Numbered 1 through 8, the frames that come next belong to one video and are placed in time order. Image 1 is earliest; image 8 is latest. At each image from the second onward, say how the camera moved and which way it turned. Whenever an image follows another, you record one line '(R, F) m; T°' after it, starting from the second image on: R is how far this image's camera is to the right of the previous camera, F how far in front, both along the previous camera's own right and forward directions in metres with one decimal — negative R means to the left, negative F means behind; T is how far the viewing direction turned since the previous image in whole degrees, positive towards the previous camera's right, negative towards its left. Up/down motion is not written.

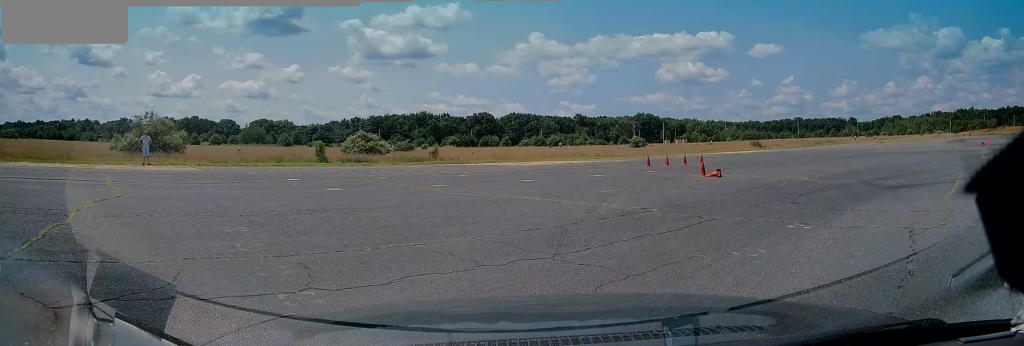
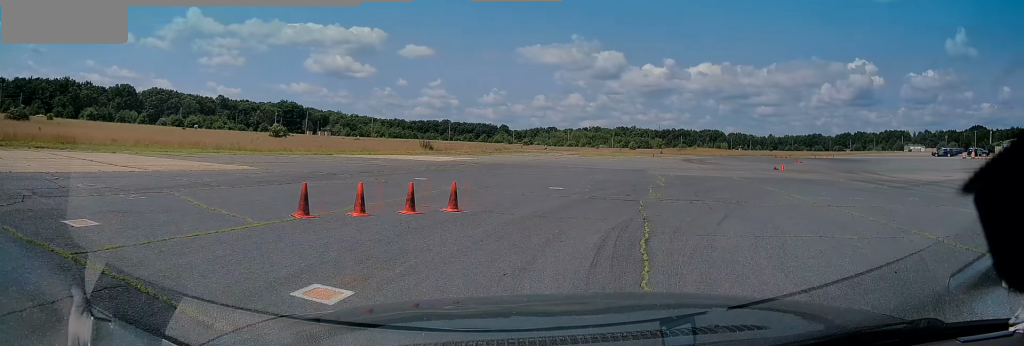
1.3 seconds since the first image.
(+1.5, +16.0) m; +18°
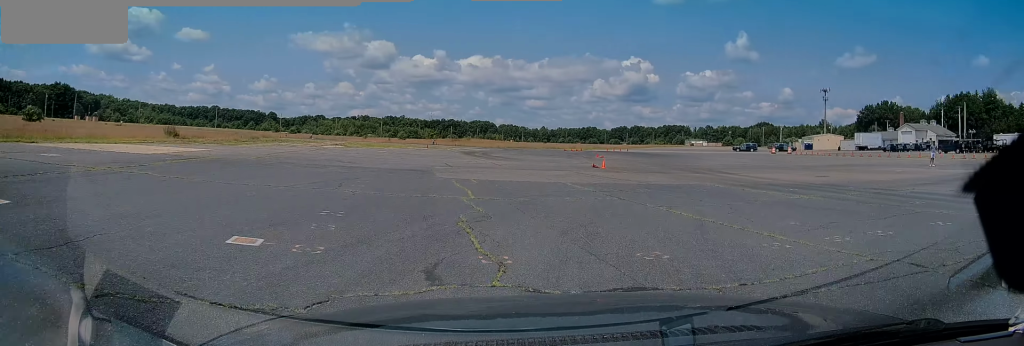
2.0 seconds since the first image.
(+0.8, +9.7) m; +12°
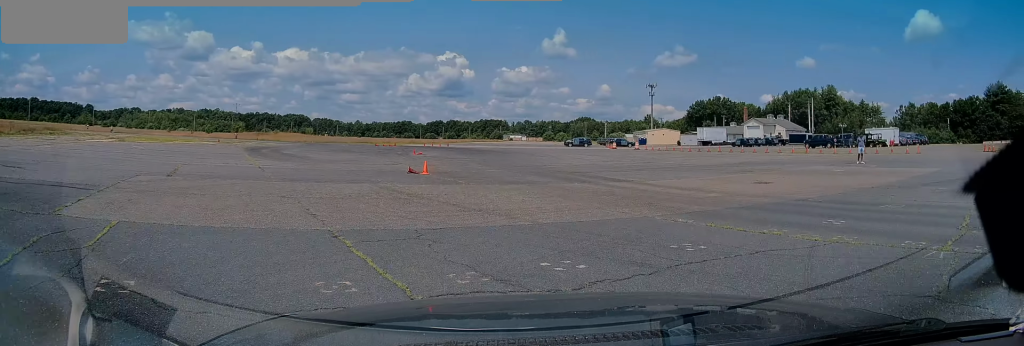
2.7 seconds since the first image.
(+1.4, +10.5) m; +8°
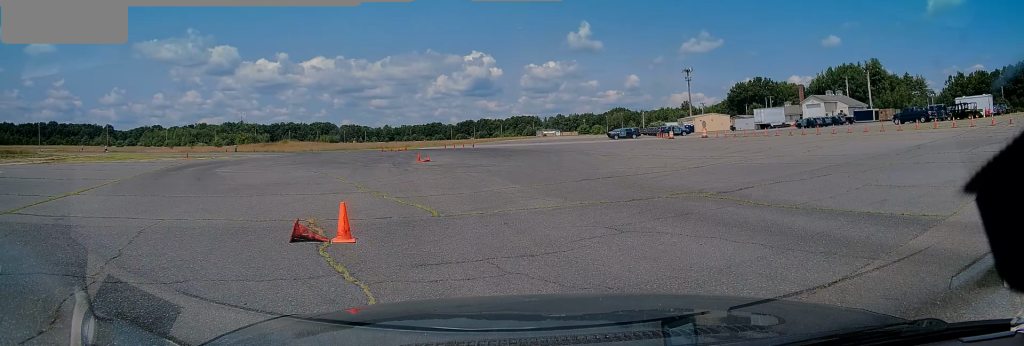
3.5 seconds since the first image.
(+0.9, +13.3) m; +3°
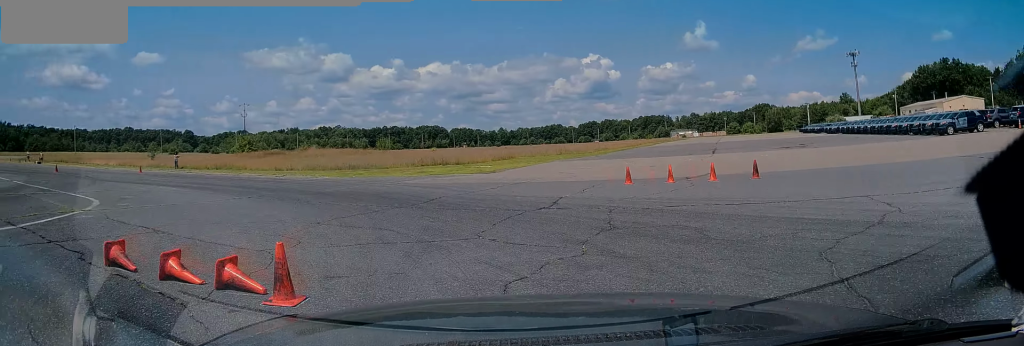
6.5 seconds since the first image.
(-2.4, +47.3) m; -21°
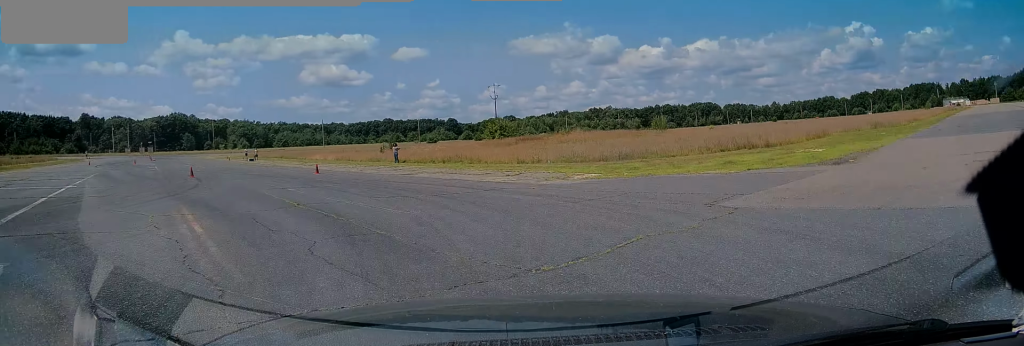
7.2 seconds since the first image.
(-1.5, +10.7) m; -19°
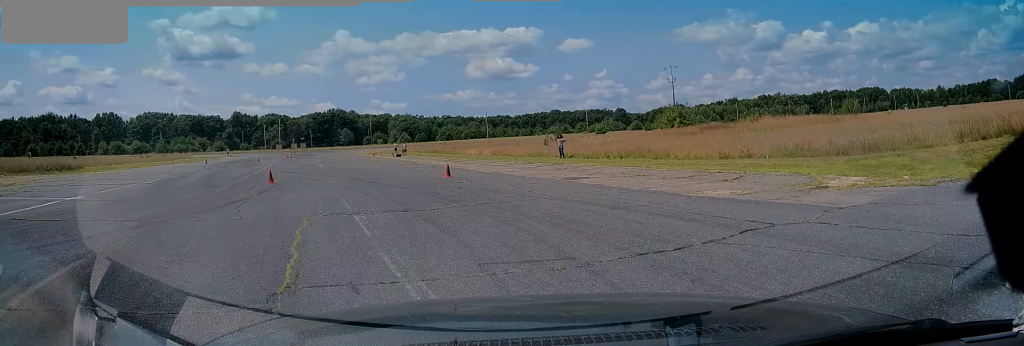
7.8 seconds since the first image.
(-0.8, +8.3) m; -15°
